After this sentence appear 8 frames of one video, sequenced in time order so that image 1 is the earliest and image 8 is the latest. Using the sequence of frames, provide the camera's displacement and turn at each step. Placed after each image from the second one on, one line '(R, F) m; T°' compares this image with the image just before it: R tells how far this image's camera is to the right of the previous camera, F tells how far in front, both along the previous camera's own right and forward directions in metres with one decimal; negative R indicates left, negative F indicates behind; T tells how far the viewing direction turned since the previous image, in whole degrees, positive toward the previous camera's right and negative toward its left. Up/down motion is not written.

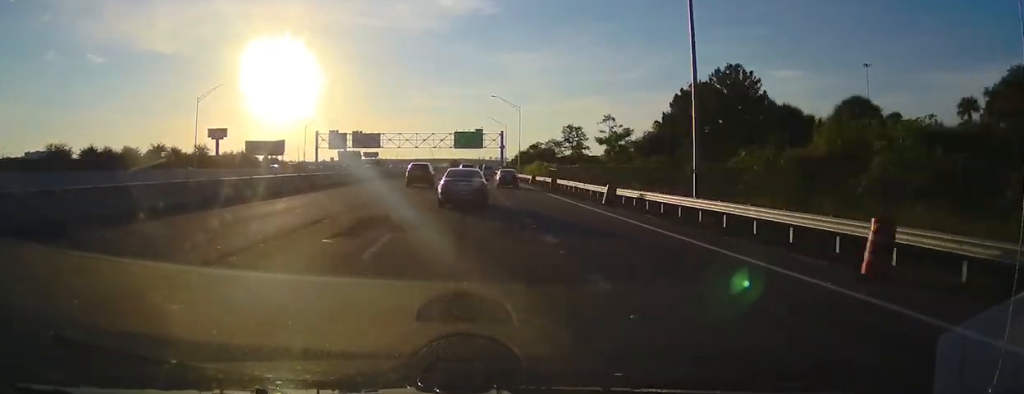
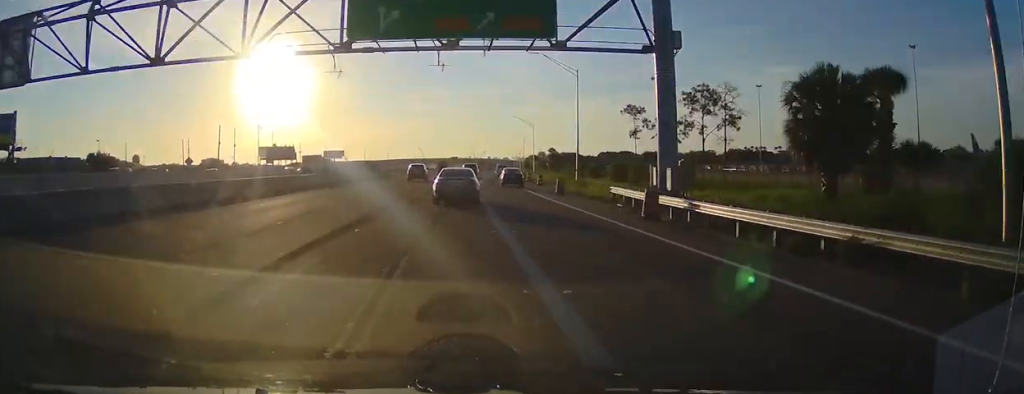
(-0.3, +136.4) m; +1°
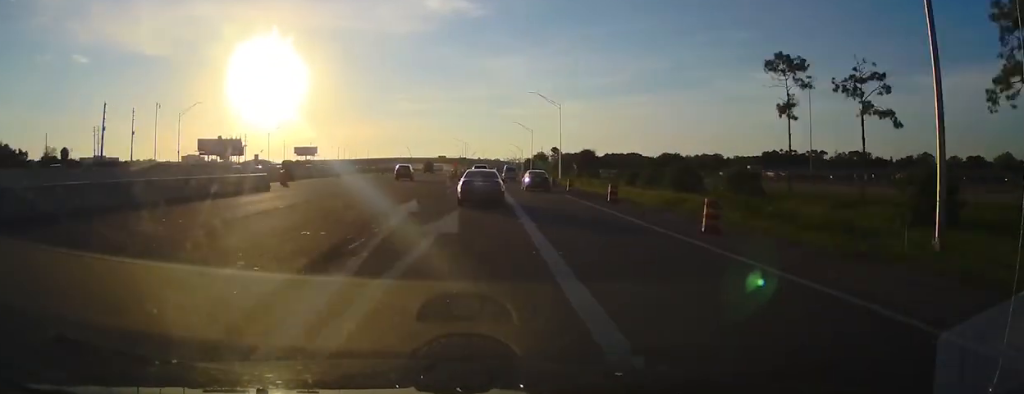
(-0.3, +48.1) m; +1°
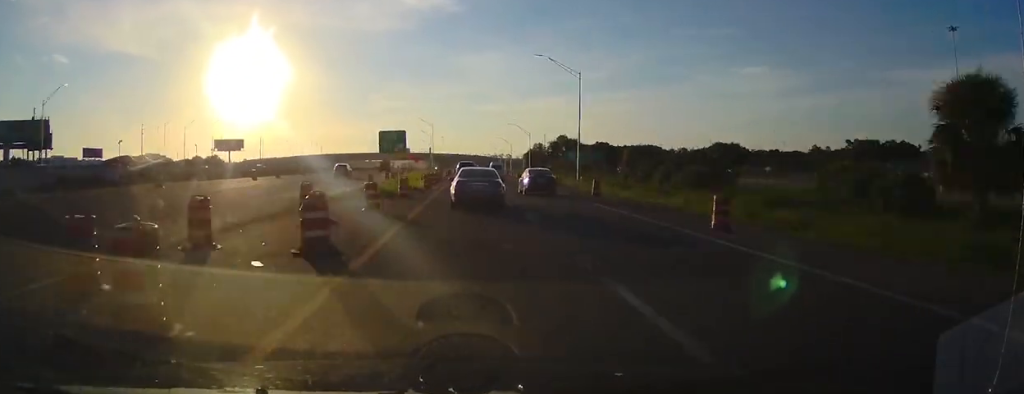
(+2.1, +85.0) m; +1°
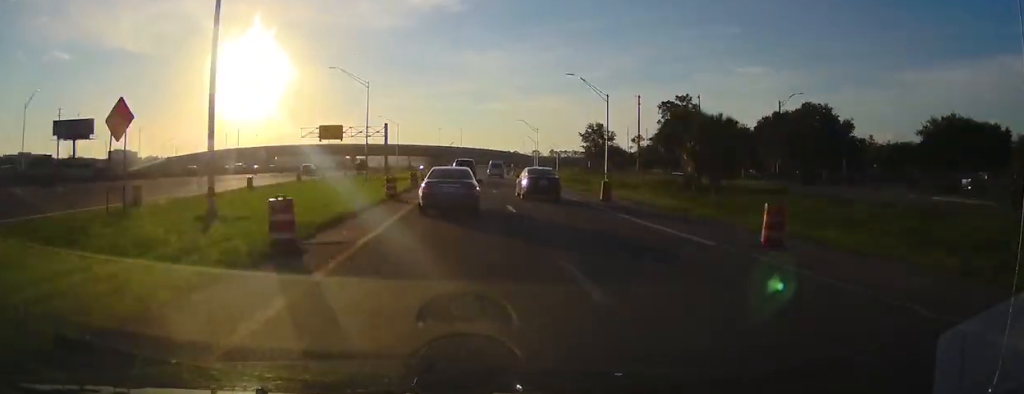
(+0.1, +119.8) m; +1°
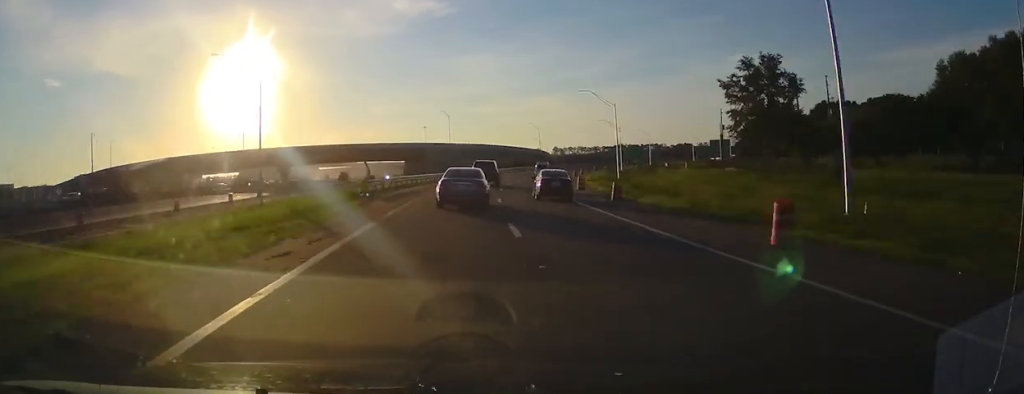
(+2.8, +92.7) m; +7°
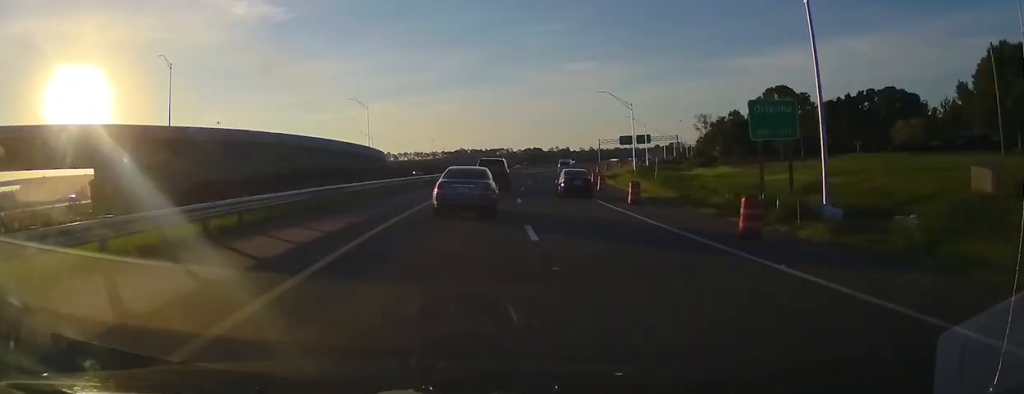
(+10.5, +93.0) m; +16°
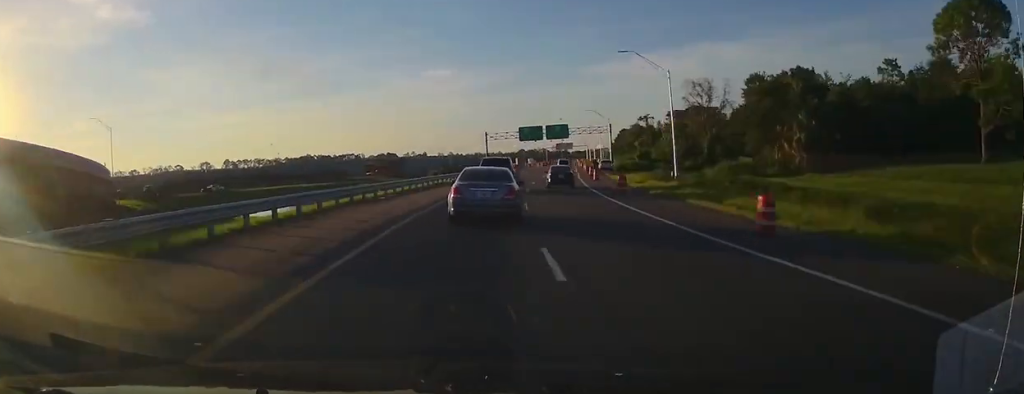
(+10.5, +74.4) m; +13°
